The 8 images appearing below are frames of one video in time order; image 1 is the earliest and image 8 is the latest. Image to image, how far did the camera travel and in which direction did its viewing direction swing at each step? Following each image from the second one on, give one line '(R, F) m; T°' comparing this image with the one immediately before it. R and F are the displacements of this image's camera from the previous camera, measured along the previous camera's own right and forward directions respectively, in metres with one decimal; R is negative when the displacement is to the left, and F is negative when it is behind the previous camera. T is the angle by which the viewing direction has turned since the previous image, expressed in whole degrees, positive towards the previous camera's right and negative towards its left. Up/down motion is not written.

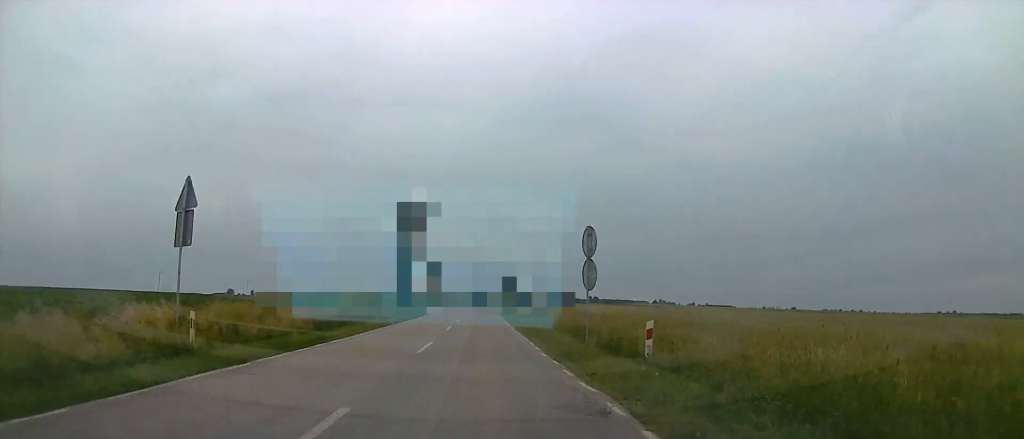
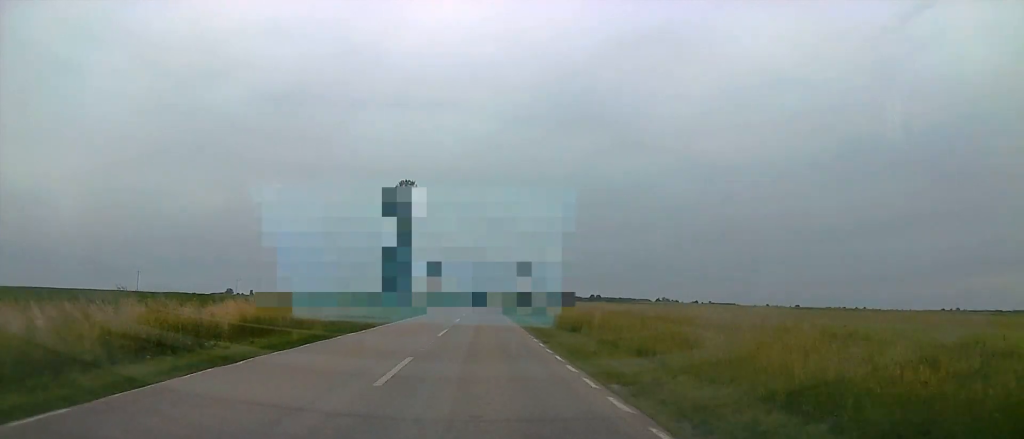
(+0.5, +18.3) m; +2°
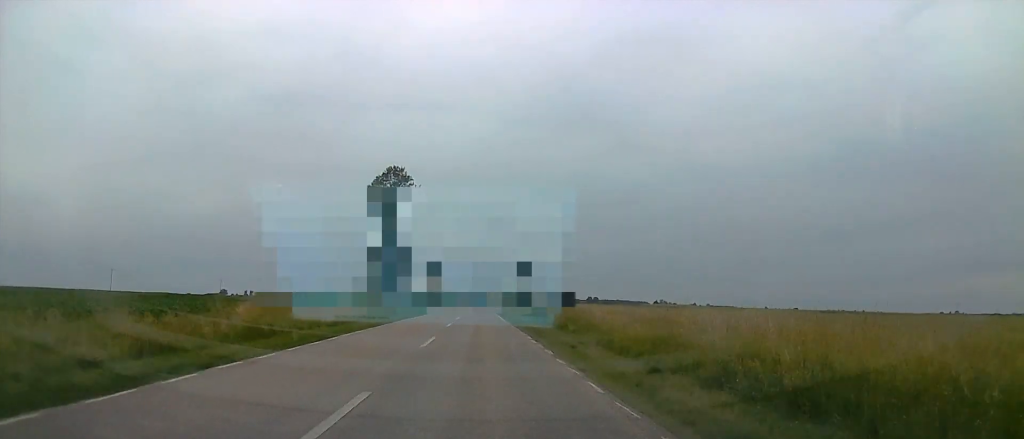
(+0.4, +16.7) m; +2°
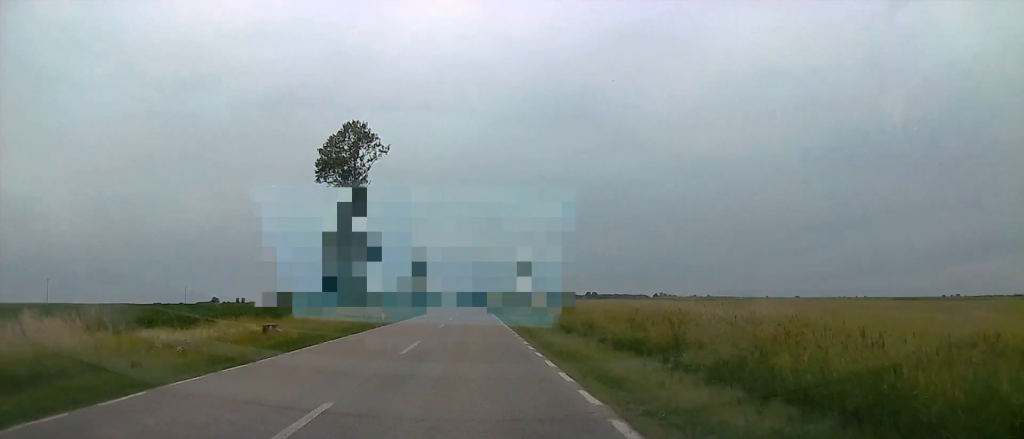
(+0.1, +35.9) m; 0°
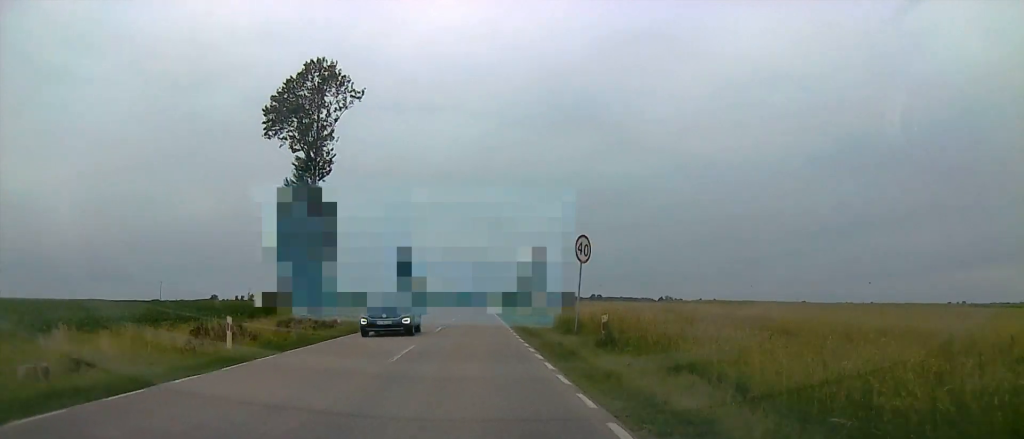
(-0.1, +26.4) m; 0°
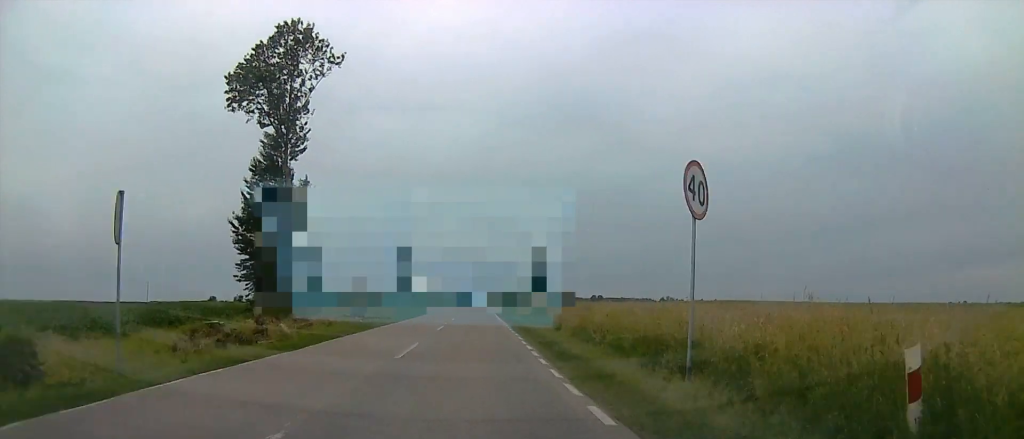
(0.0, +11.1) m; 0°
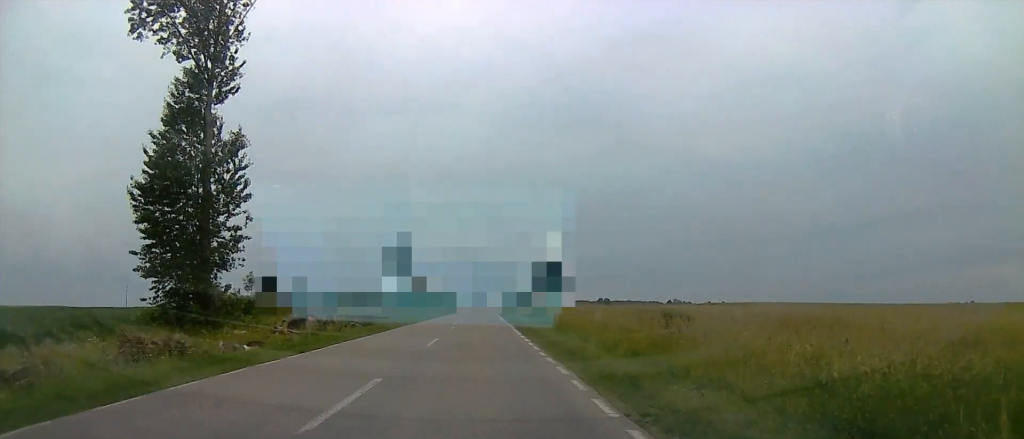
(0.0, +19.8) m; 0°
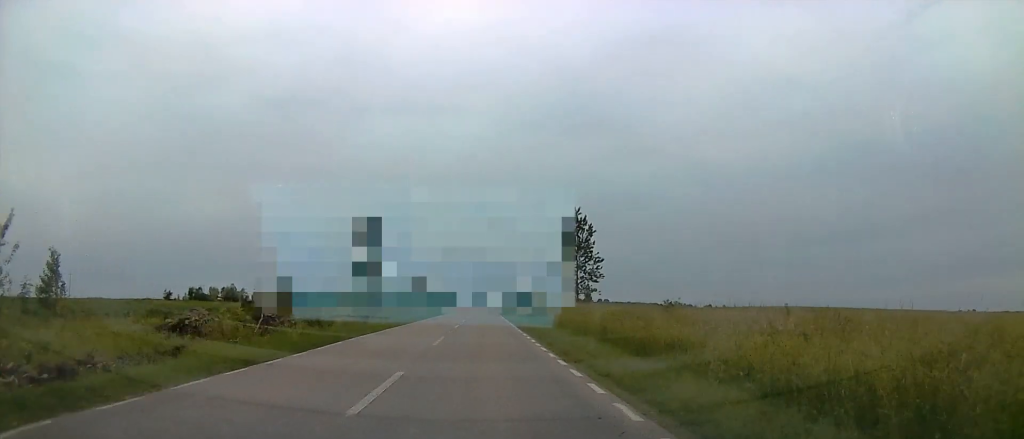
(0.0, +33.8) m; -2°
